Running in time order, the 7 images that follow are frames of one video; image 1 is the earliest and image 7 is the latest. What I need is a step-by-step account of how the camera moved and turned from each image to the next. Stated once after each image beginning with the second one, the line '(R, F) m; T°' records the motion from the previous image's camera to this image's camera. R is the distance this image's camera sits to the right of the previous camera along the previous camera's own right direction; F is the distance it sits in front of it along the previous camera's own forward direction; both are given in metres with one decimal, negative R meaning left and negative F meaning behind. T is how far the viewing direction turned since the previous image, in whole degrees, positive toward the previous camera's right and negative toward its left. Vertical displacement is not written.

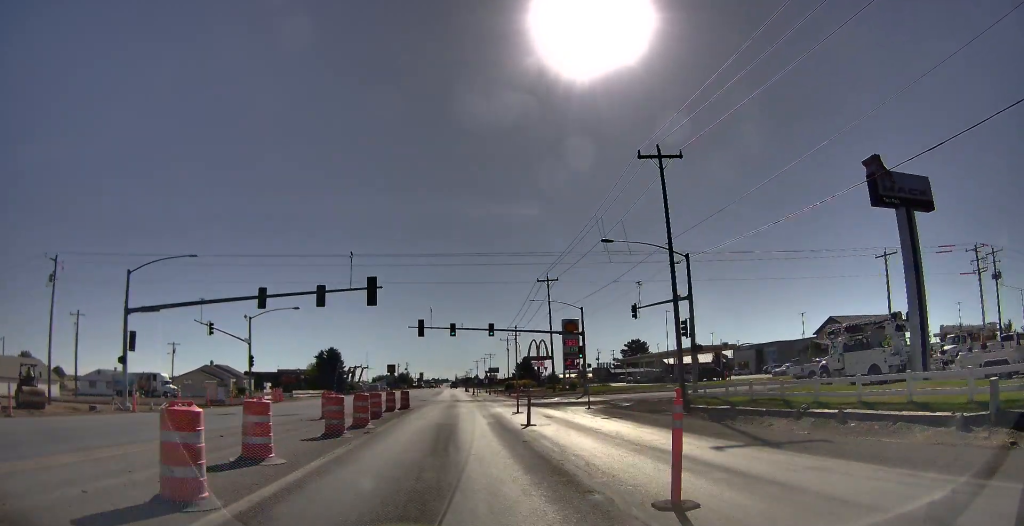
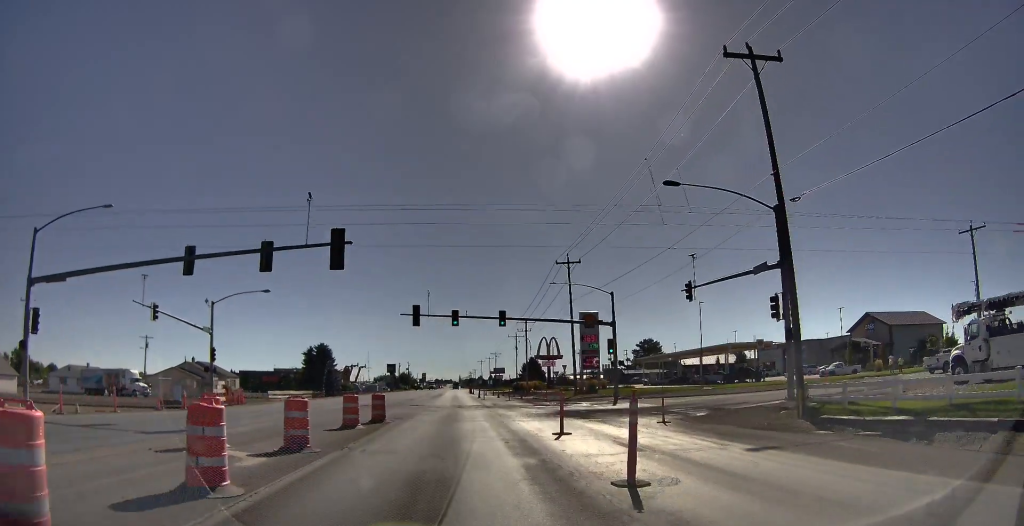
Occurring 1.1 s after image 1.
(0.0, +10.7) m; 0°
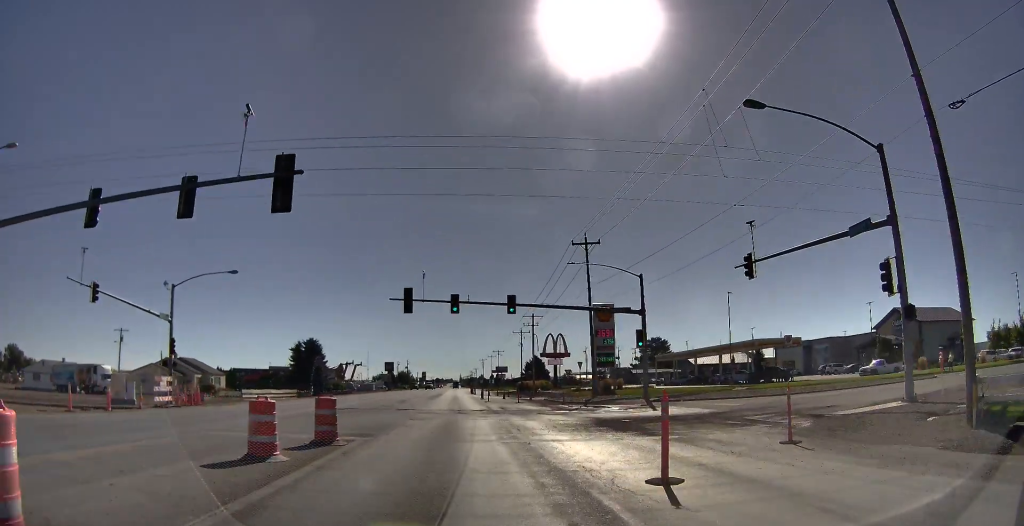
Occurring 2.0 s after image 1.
(0.0, +8.0) m; 0°
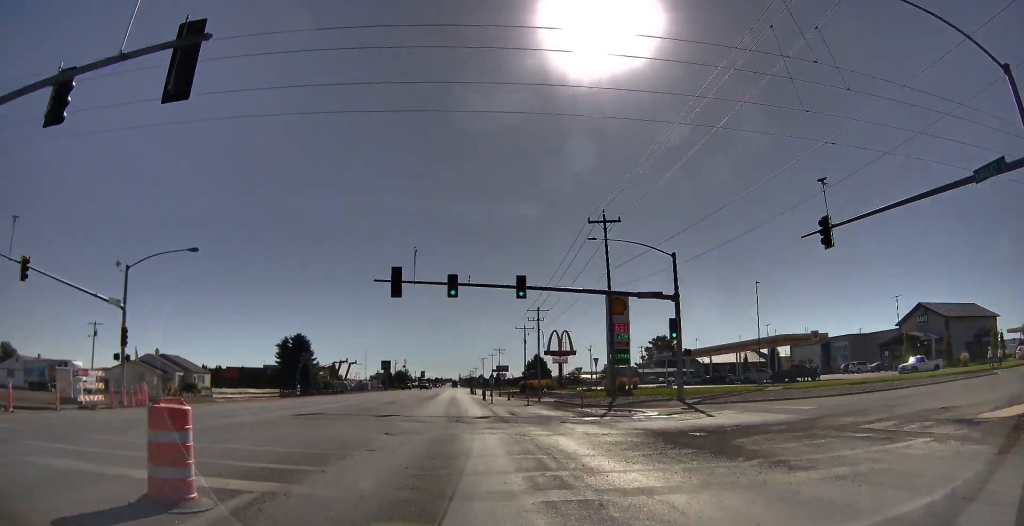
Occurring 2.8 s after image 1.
(0.0, +6.6) m; 0°
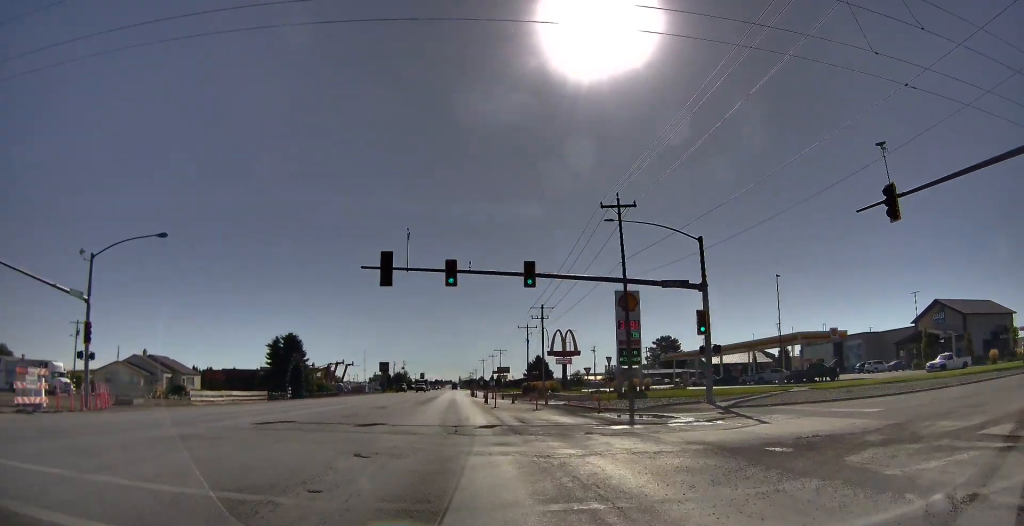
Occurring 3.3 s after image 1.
(0.0, +4.0) m; 0°
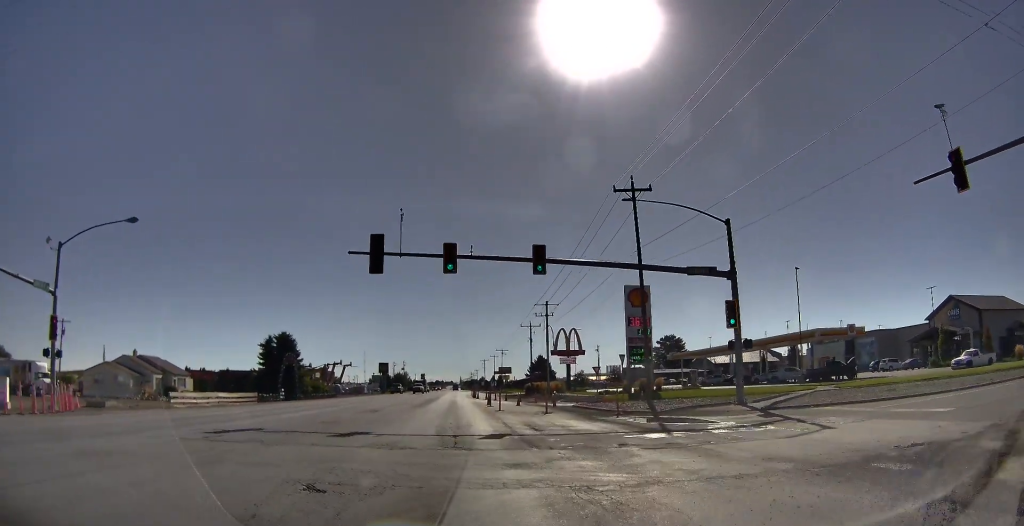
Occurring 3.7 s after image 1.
(0.0, +3.3) m; 0°
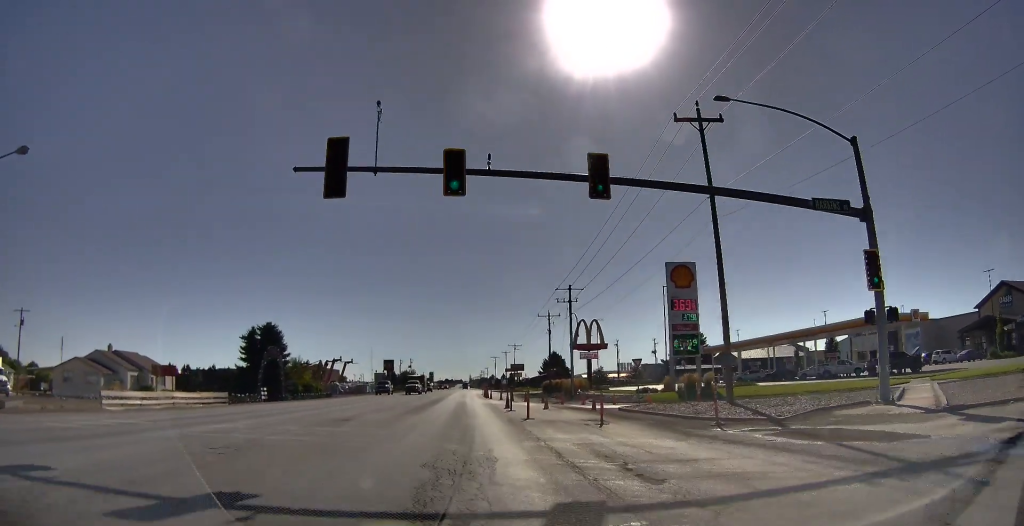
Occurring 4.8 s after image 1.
(0.0, +10.5) m; 0°
